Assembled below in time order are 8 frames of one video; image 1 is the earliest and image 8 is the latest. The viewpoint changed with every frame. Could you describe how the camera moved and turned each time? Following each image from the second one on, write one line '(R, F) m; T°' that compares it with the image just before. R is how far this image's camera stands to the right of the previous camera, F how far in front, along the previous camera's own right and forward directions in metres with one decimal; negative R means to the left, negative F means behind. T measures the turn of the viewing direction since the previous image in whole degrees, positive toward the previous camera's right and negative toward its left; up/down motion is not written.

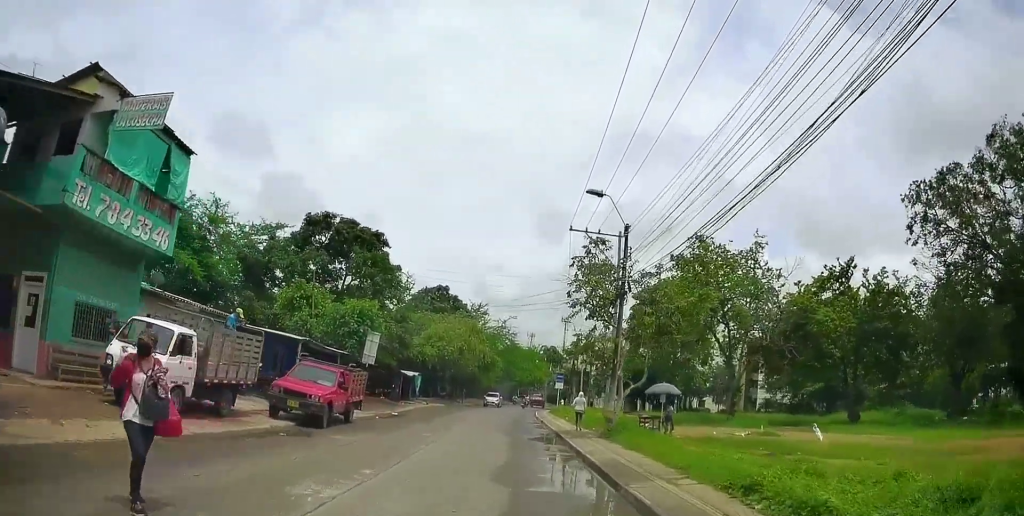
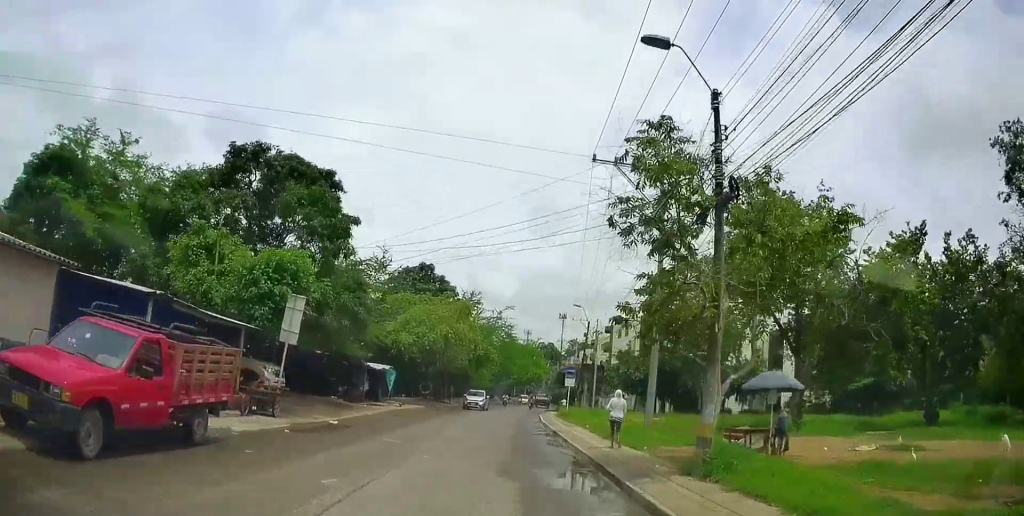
(0.0, +10.3) m; 0°
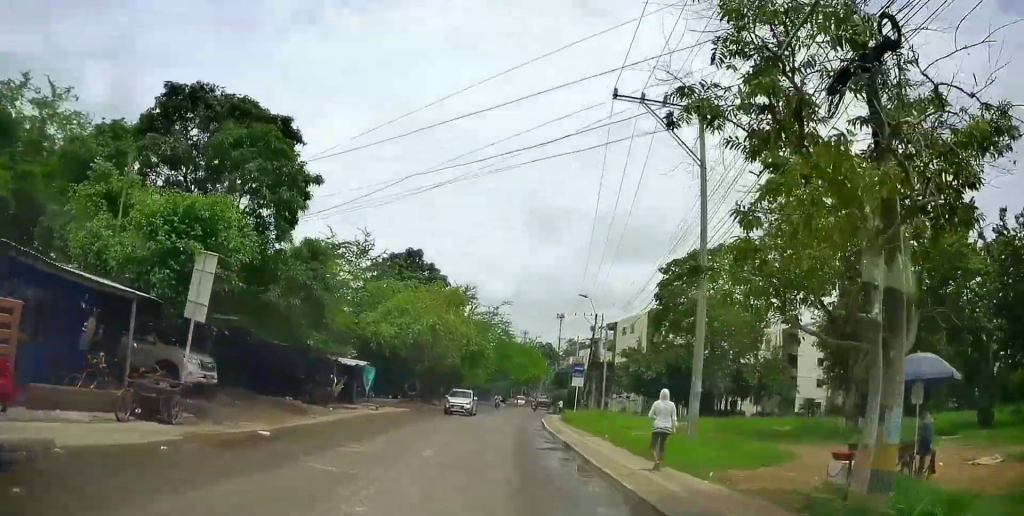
(0.0, +5.5) m; 0°
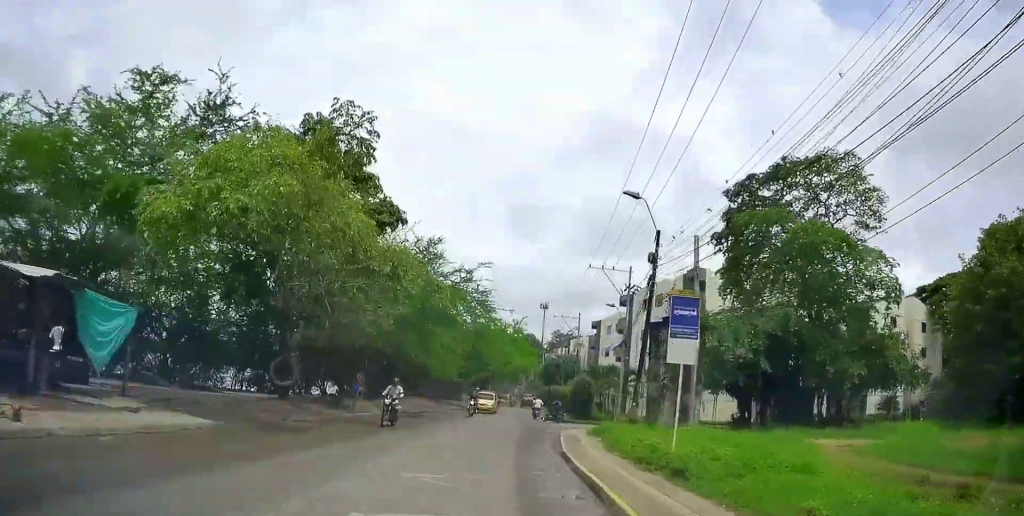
(+0.6, +22.0) m; +3°
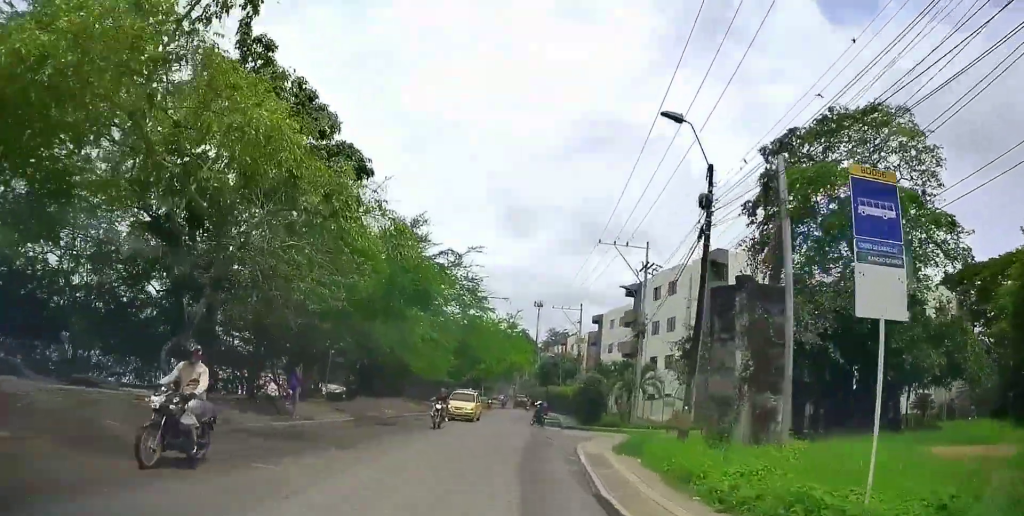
(0.0, +6.6) m; 0°
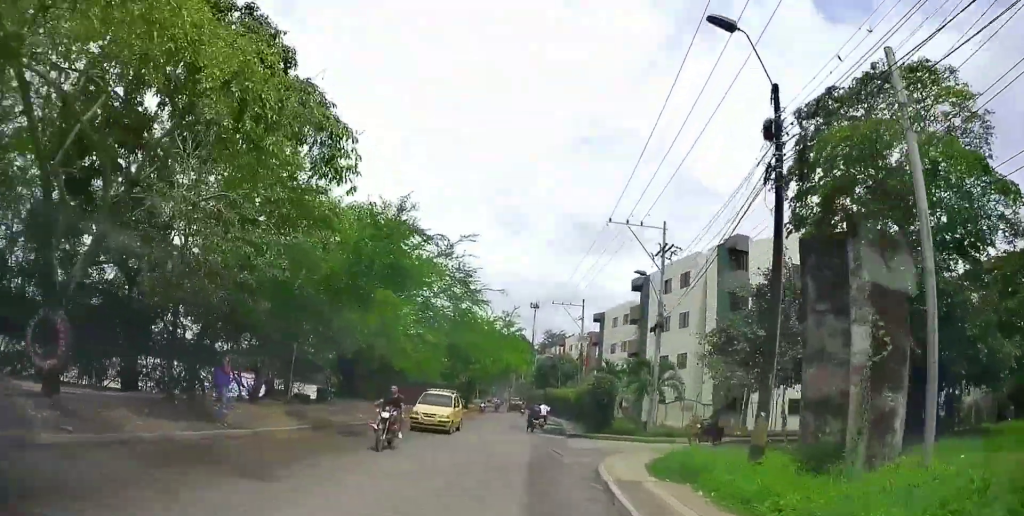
(-0.3, +4.6) m; 0°
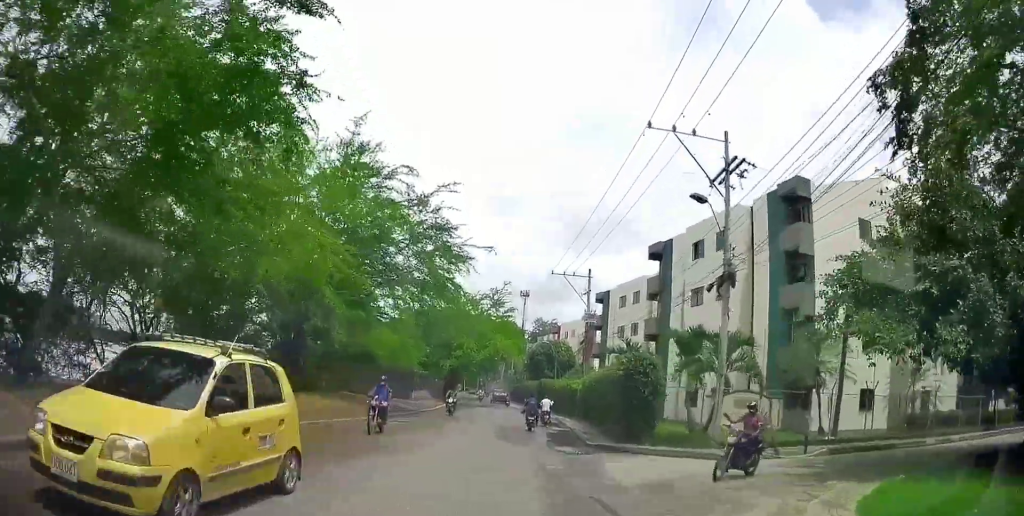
(+0.4, +10.4) m; +3°
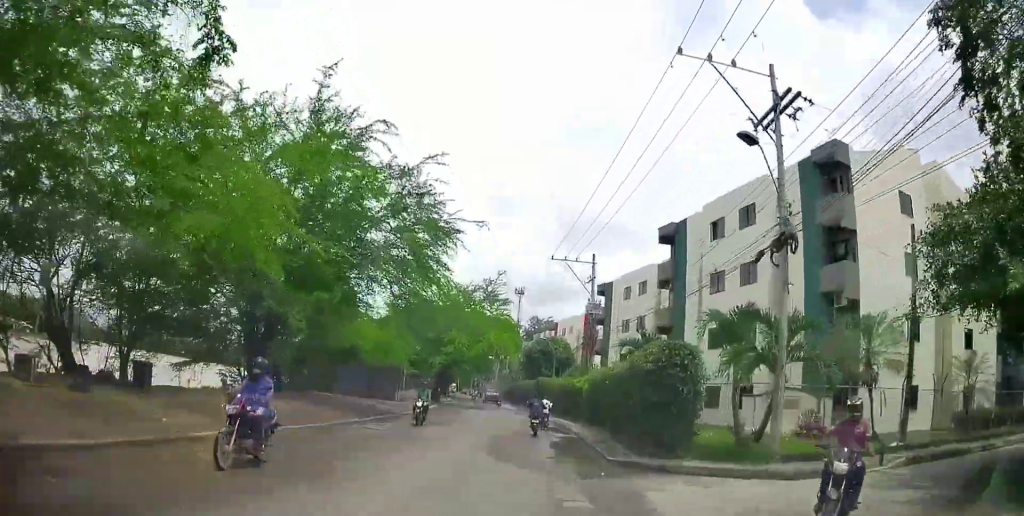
(0.0, +4.5) m; 0°
